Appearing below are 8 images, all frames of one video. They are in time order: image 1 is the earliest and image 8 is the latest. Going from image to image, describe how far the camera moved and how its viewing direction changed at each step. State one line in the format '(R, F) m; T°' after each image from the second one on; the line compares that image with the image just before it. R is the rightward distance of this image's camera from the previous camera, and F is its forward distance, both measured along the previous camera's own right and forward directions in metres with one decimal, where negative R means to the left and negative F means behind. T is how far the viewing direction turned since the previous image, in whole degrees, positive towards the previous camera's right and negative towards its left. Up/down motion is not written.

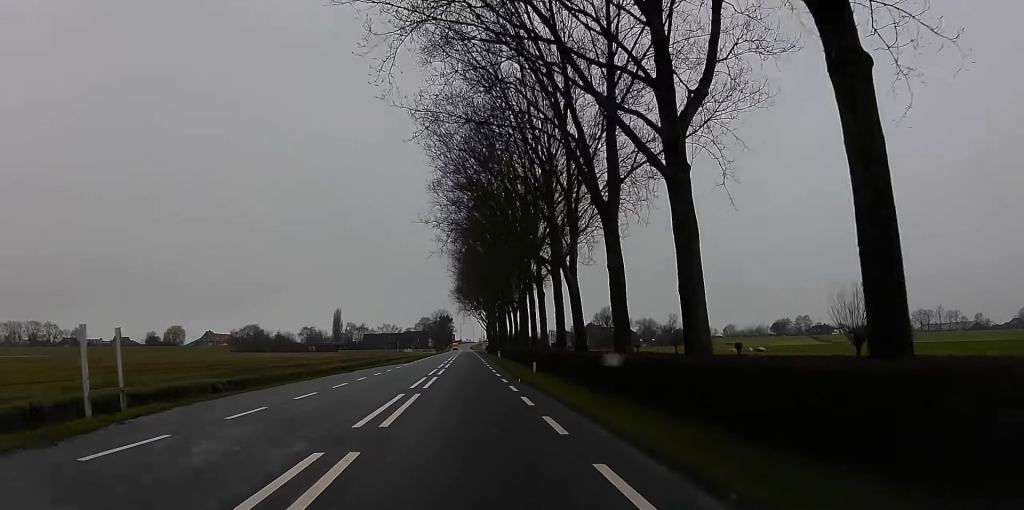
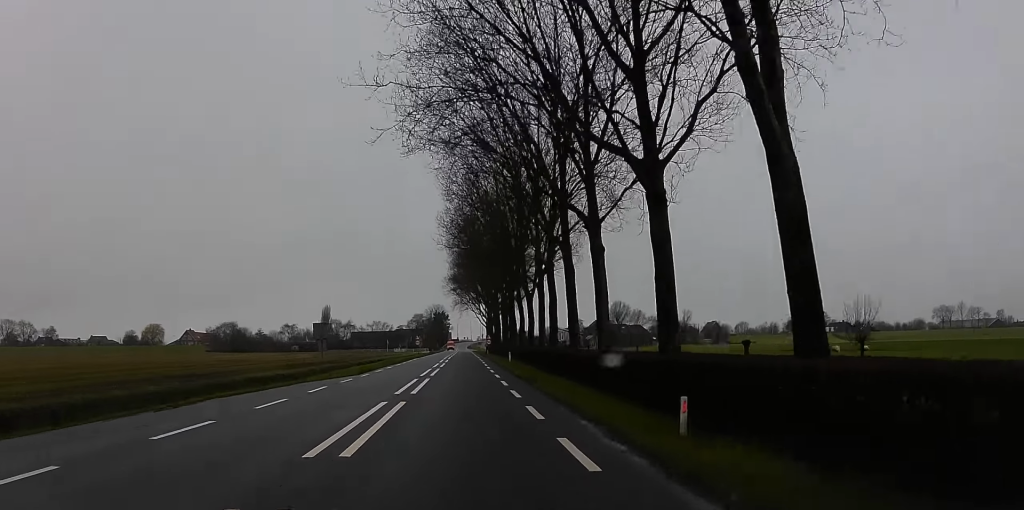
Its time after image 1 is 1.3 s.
(+0.3, +27.5) m; +3°
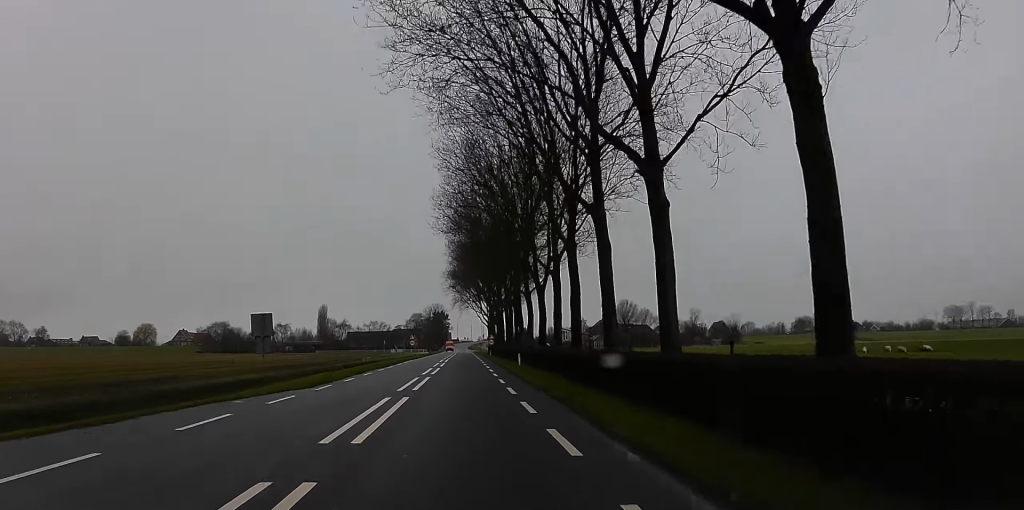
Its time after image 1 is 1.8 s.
(+0.3, +10.3) m; -1°
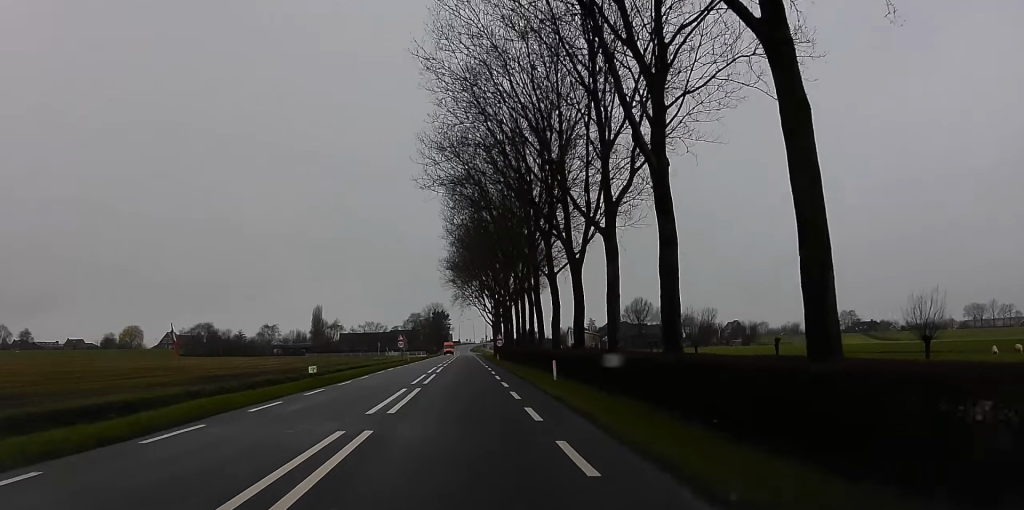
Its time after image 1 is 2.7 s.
(0.0, +19.7) m; -1°
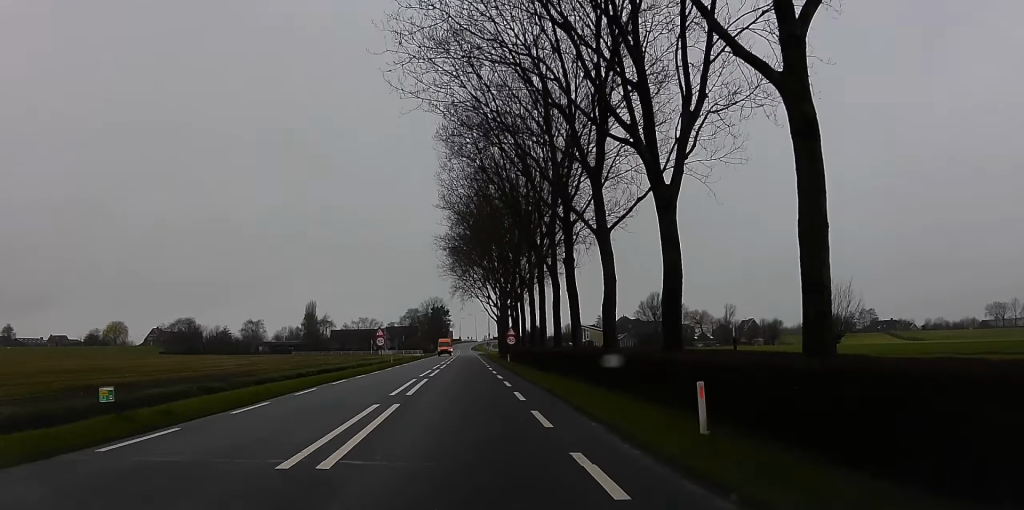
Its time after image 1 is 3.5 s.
(-0.7, +18.0) m; 0°
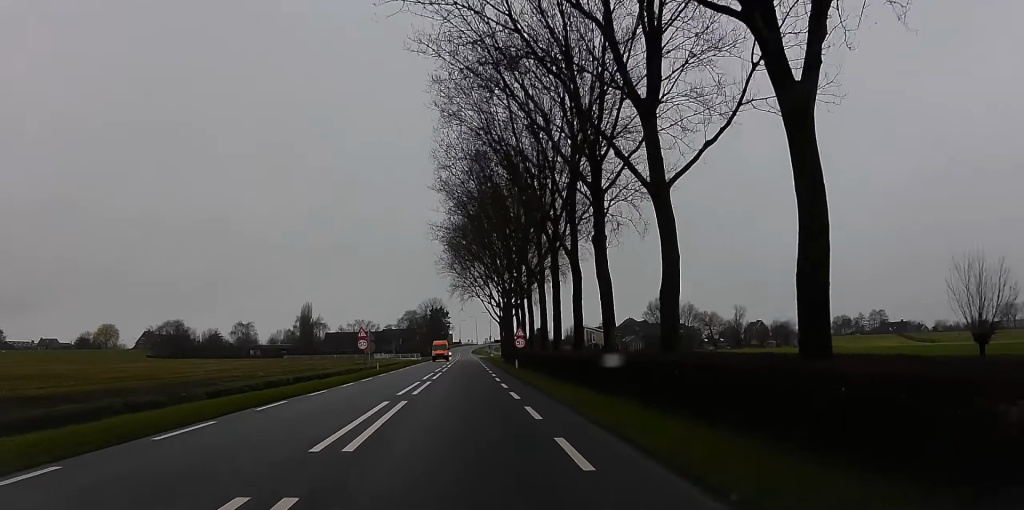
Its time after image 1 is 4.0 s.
(+0.7, +10.3) m; 0°
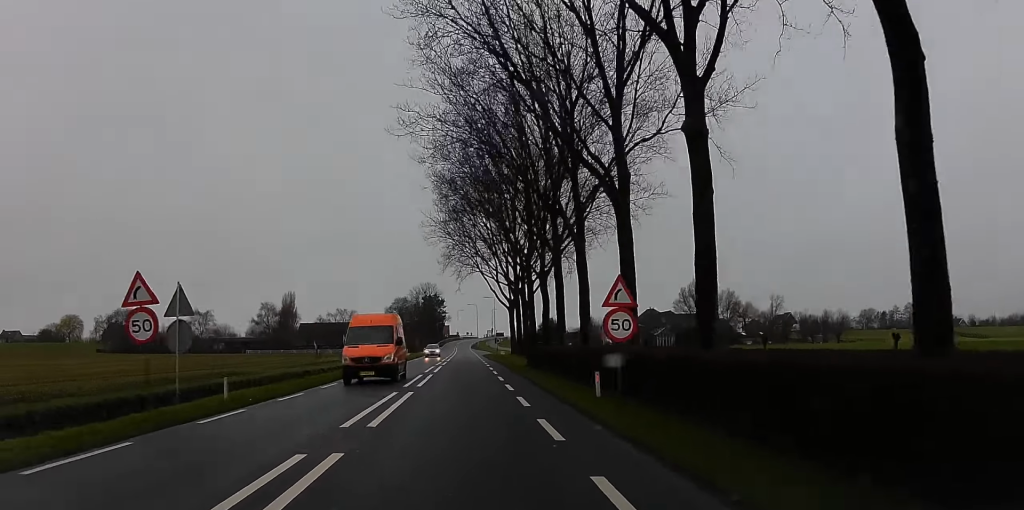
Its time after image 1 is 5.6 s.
(-1.3, +33.4) m; -3°
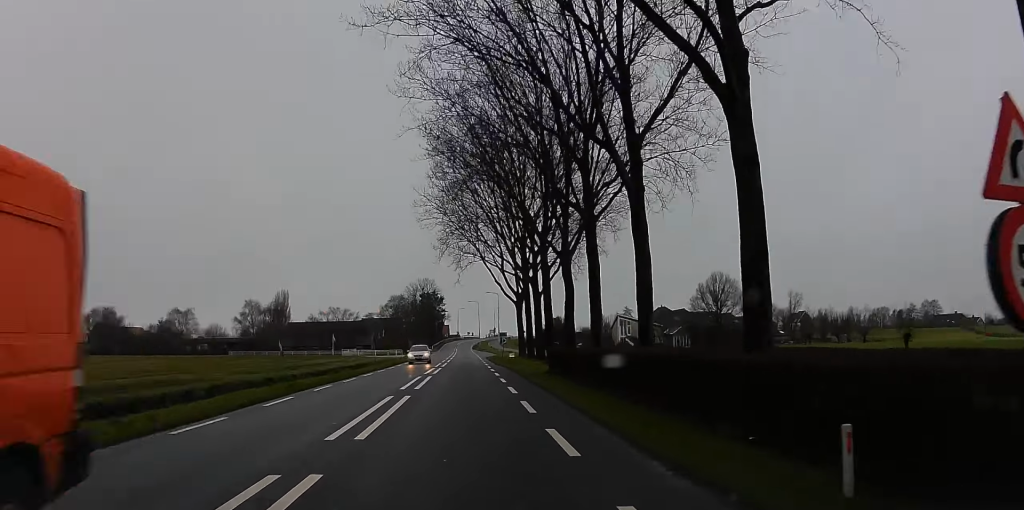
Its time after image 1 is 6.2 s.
(-0.2, +13.6) m; +2°
